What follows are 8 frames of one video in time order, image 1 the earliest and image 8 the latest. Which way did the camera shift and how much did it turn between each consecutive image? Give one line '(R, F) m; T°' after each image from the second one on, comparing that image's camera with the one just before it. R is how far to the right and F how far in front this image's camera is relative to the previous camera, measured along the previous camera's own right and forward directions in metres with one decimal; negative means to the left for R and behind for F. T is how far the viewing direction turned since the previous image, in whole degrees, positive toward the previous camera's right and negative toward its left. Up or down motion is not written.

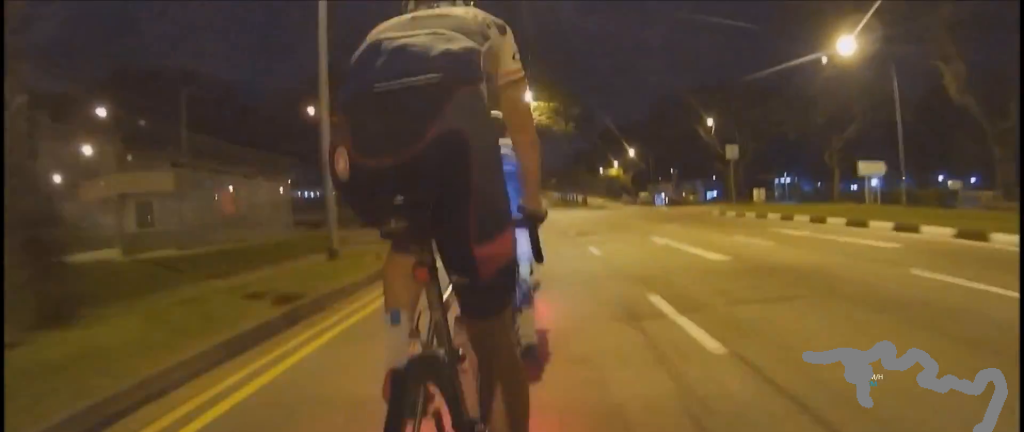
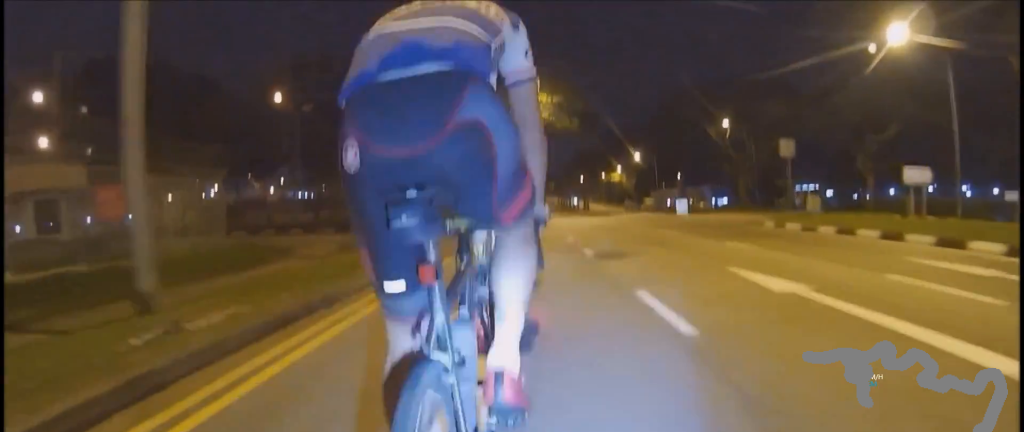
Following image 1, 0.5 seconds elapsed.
(+0.7, +5.6) m; 0°
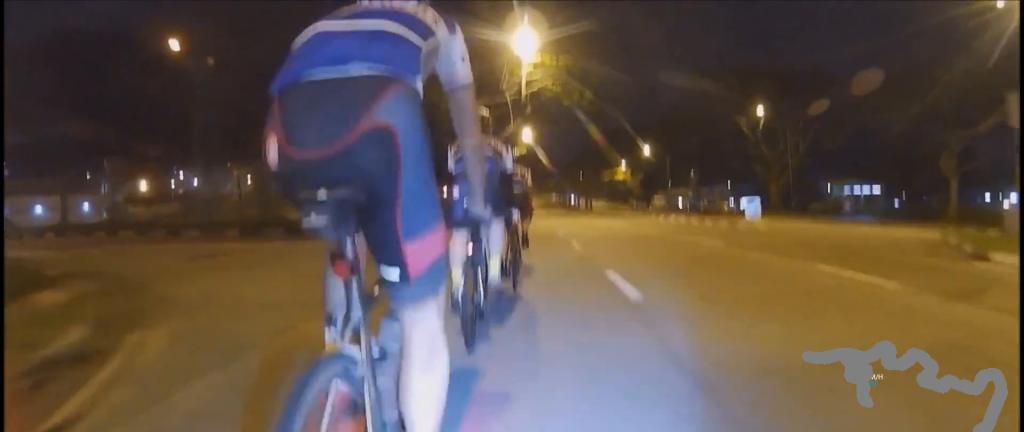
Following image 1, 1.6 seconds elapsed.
(-0.7, +10.7) m; 0°
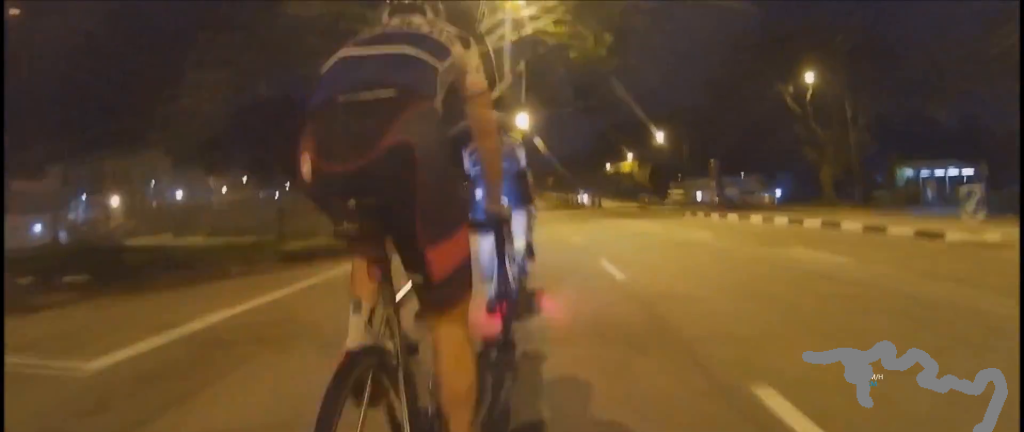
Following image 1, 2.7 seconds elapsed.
(+0.9, +11.5) m; 0°
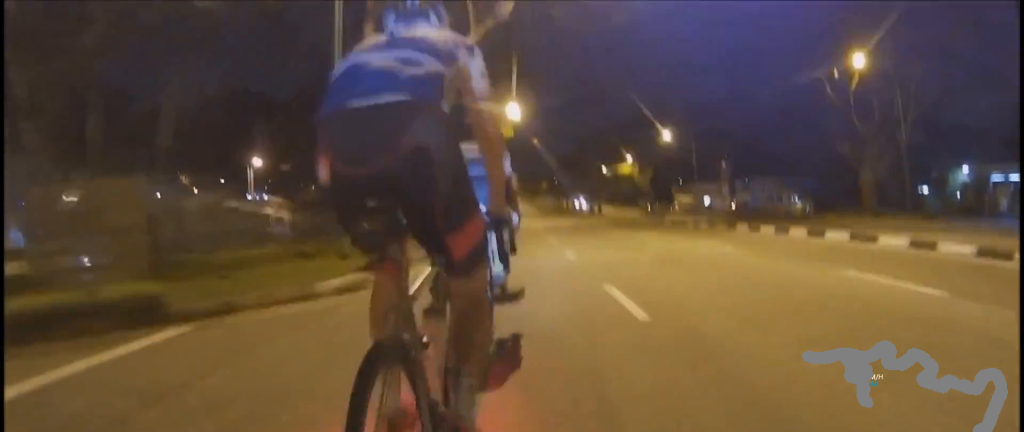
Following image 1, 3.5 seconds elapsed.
(-0.8, +8.3) m; 0°
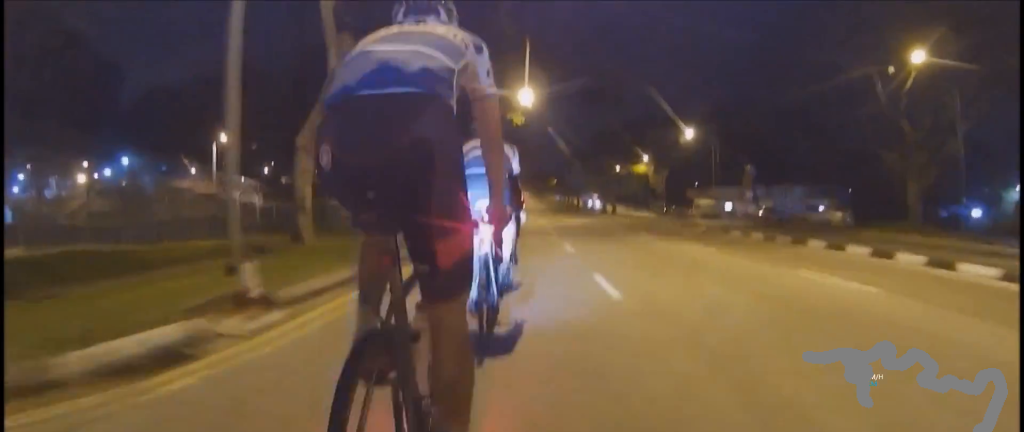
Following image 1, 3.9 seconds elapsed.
(-0.2, +4.9) m; 0°
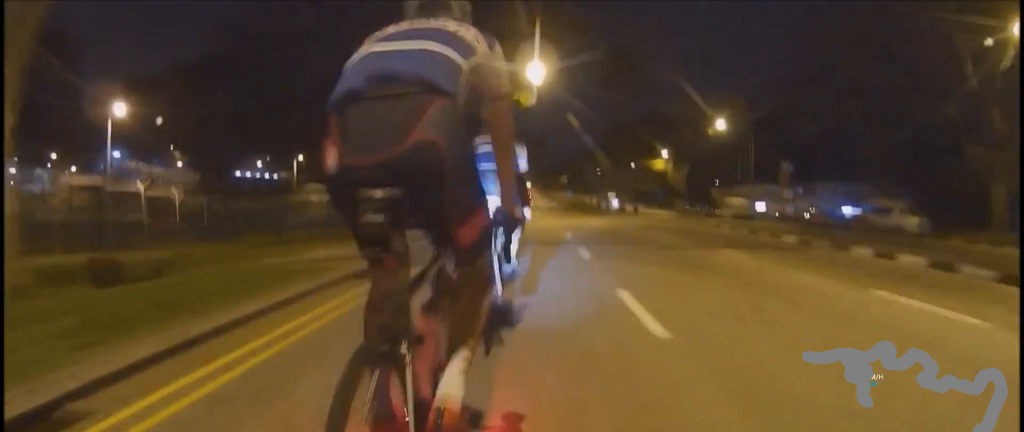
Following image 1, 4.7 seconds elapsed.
(+1.0, +8.1) m; 0°
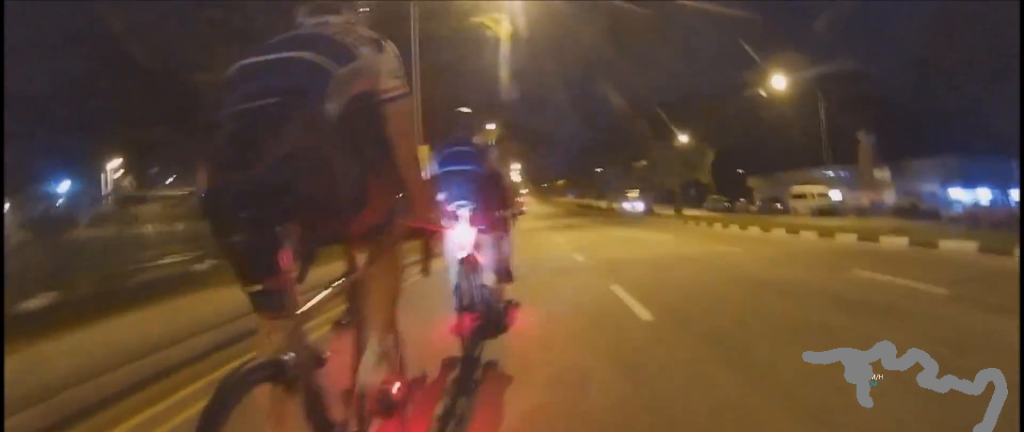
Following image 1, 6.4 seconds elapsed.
(-0.4, +17.8) m; +4°
